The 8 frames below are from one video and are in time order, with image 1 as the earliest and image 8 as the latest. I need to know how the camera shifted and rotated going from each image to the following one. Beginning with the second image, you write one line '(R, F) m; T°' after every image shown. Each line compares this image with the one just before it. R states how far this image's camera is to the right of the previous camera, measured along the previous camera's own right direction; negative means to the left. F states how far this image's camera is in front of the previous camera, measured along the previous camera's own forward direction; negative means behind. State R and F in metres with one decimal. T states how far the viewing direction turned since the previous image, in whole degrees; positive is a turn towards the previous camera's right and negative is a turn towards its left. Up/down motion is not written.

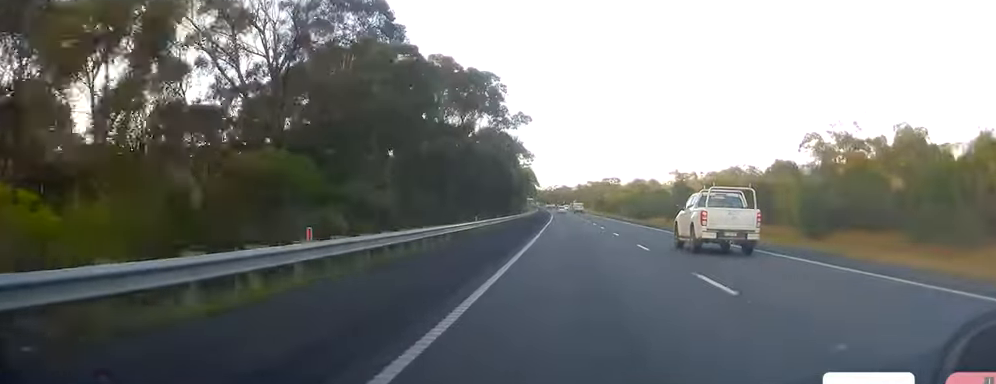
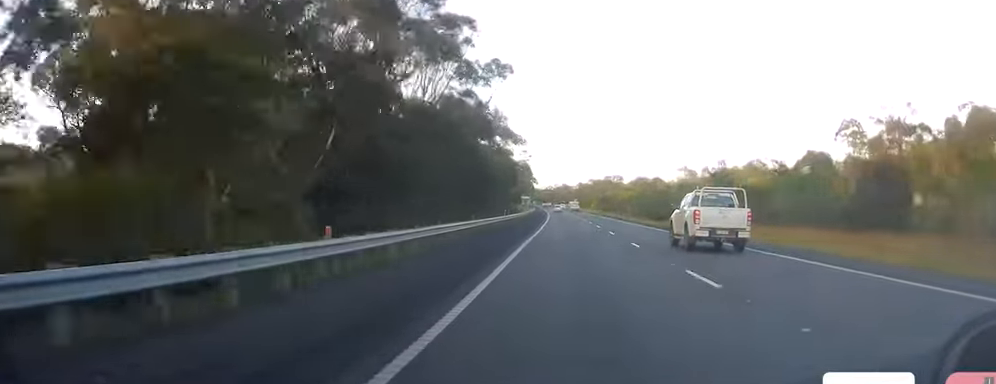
(-0.1, +22.7) m; 0°
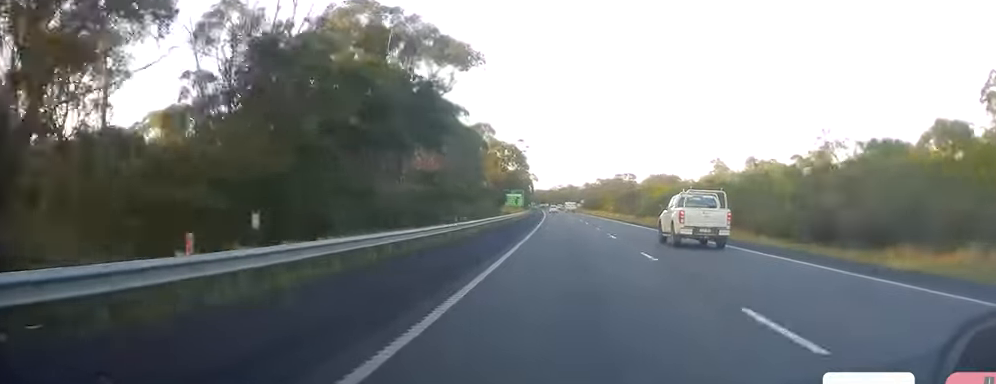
(-0.8, +53.0) m; -2°
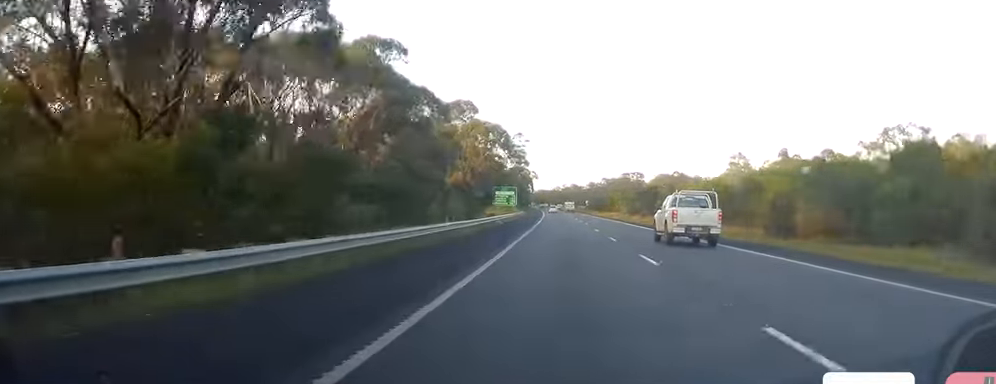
(0.0, +25.6) m; +1°
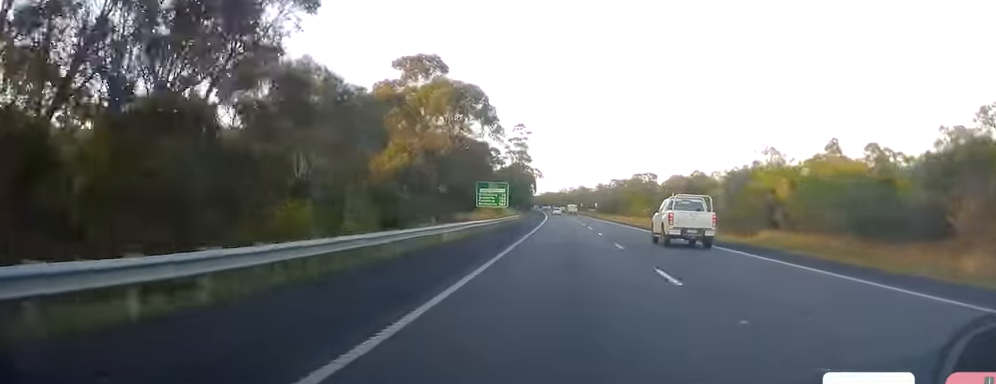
(+0.6, +27.4) m; 0°
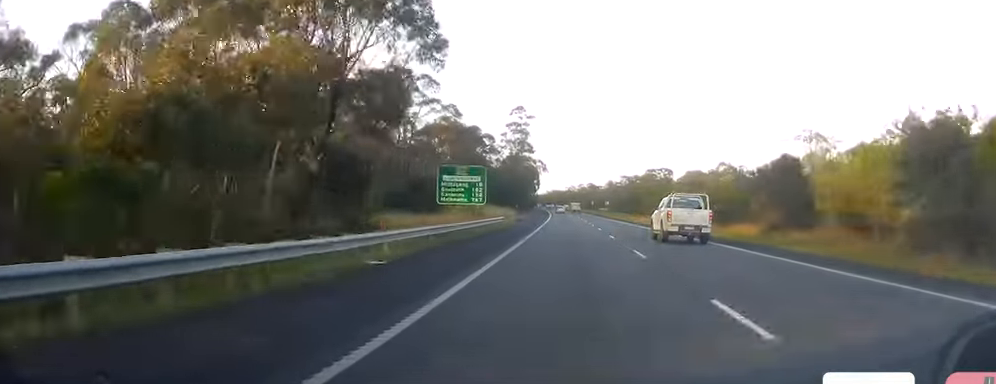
(-0.5, +29.4) m; -1°
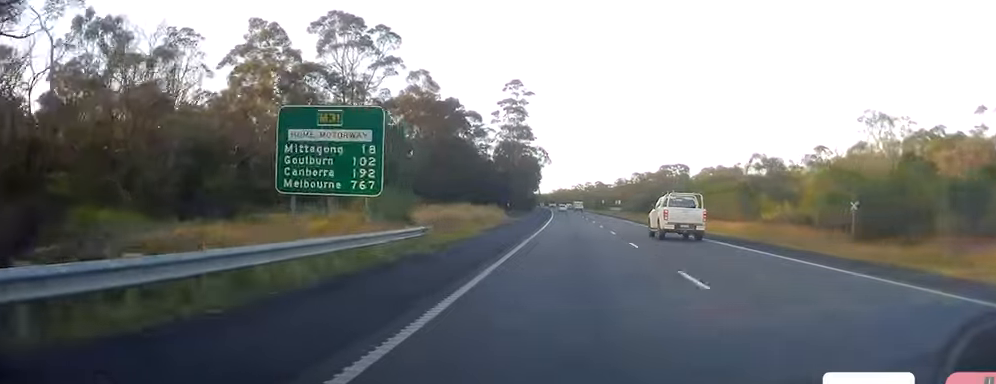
(+0.2, +31.3) m; -1°
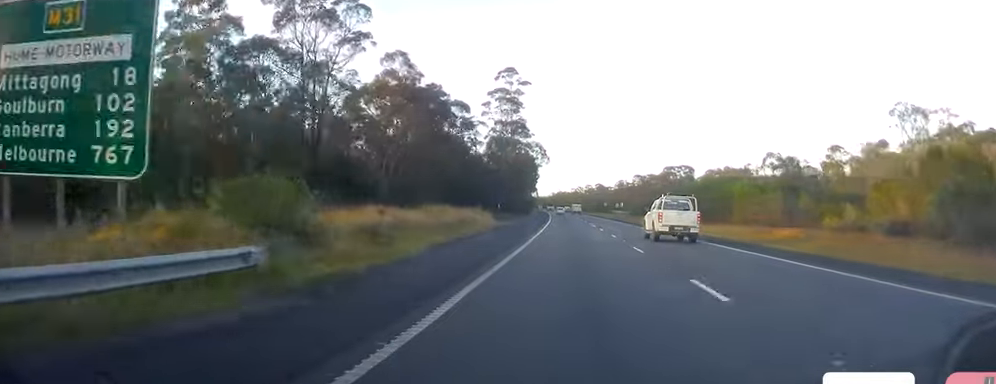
(-0.4, +13.2) m; 0°
